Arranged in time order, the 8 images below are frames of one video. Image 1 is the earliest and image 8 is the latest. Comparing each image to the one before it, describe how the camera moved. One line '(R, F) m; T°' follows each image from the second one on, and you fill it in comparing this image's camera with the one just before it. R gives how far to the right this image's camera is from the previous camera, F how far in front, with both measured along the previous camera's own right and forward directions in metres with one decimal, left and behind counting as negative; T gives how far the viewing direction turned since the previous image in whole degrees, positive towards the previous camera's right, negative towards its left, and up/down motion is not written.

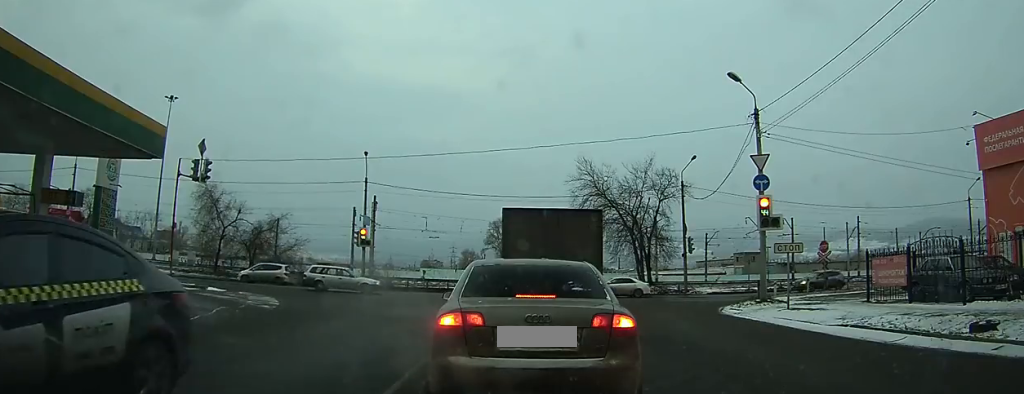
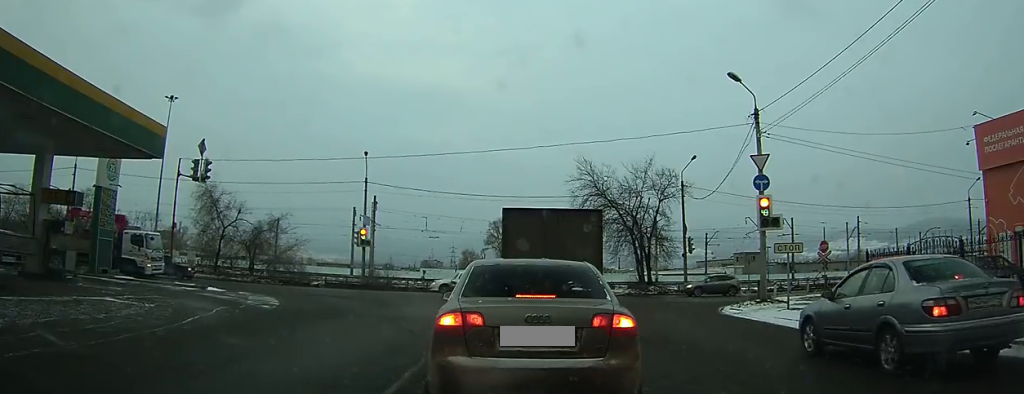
(0.0, 0.0) m; 0°
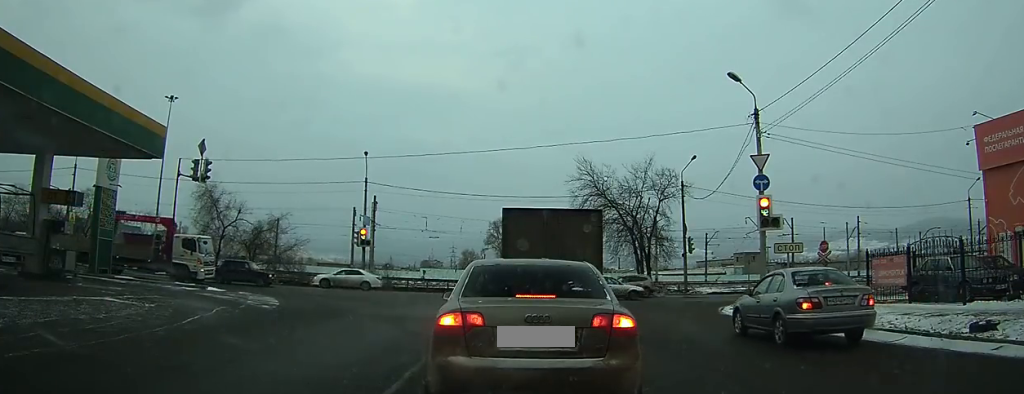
(0.0, 0.0) m; 0°
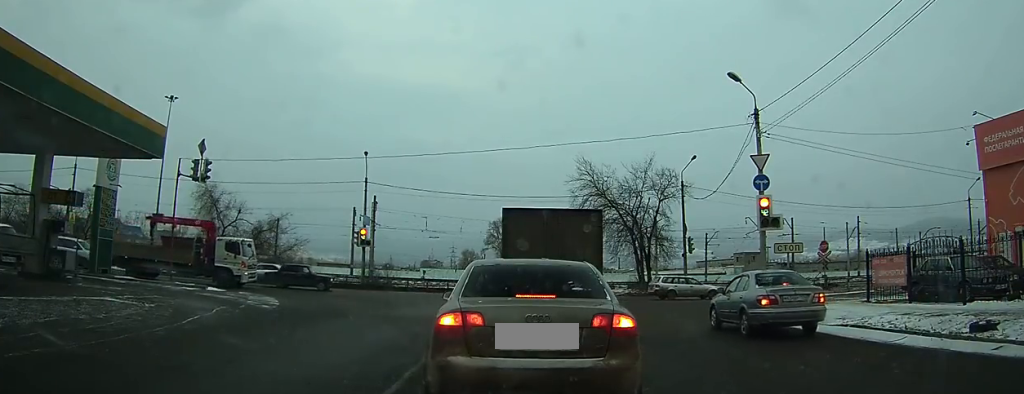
(0.0, 0.0) m; 0°
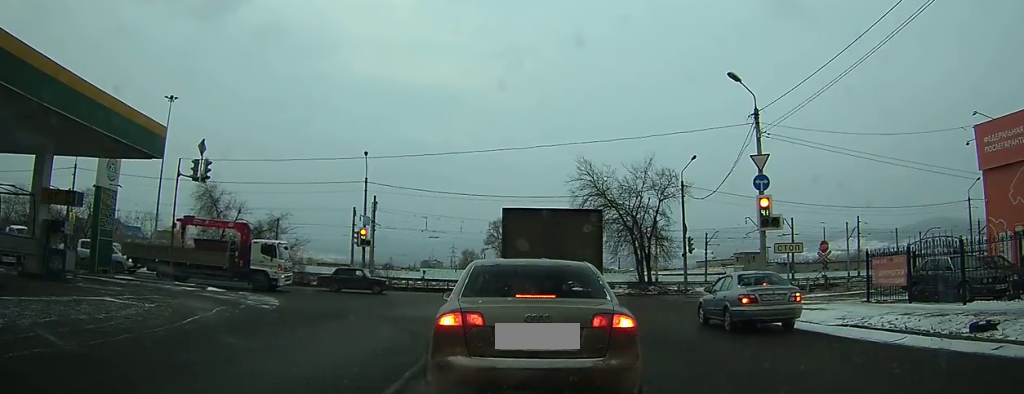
(0.0, 0.0) m; 0°
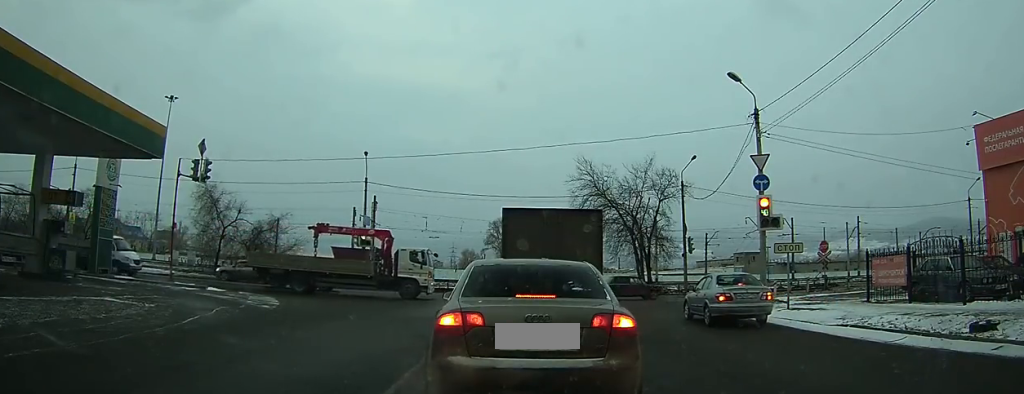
(0.0, 0.0) m; 0°
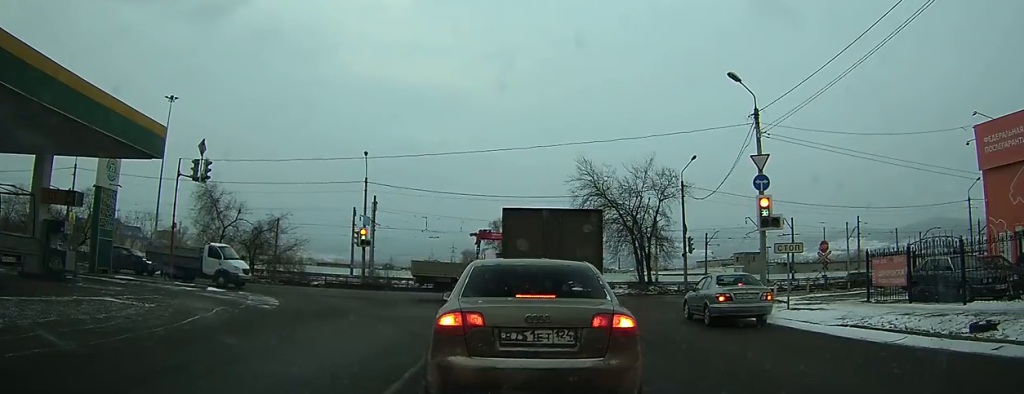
(0.0, 0.0) m; 0°
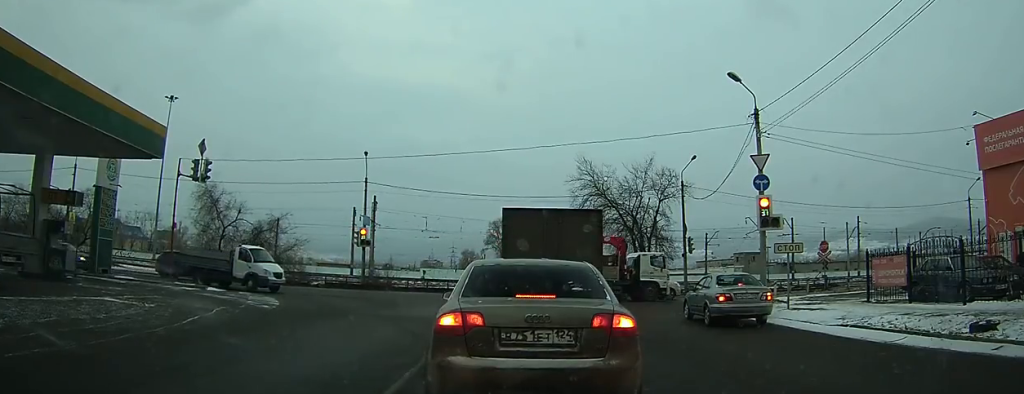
(0.0, 0.0) m; 0°
